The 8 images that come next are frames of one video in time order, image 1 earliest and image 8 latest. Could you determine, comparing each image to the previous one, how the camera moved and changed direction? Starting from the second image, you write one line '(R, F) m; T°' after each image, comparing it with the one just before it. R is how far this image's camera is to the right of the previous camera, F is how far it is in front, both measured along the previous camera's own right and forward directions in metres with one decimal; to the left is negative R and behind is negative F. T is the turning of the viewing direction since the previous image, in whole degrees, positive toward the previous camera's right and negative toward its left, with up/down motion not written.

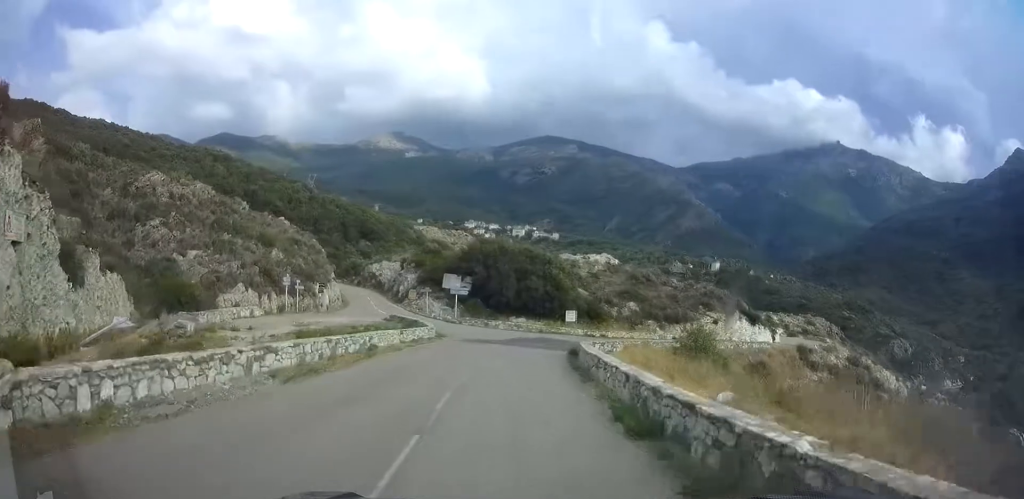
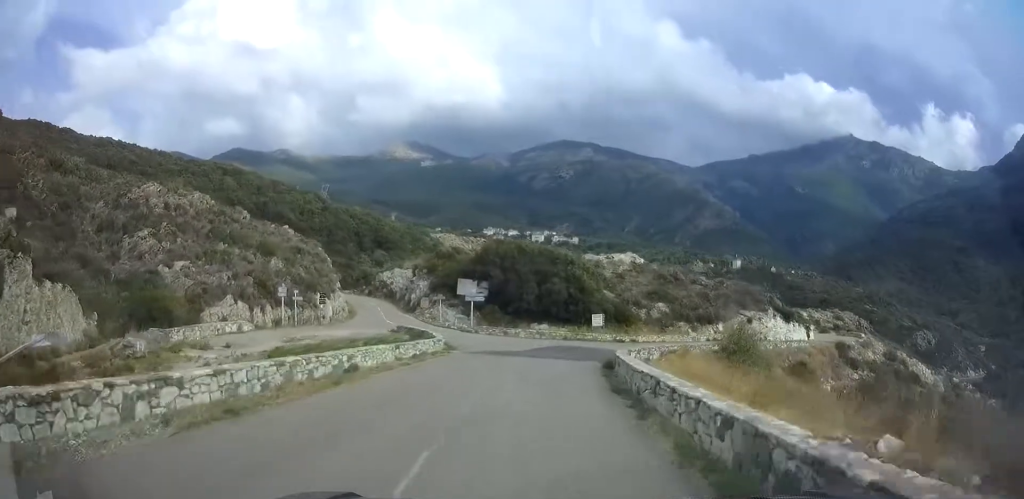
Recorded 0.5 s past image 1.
(-0.1, +4.9) m; -1°
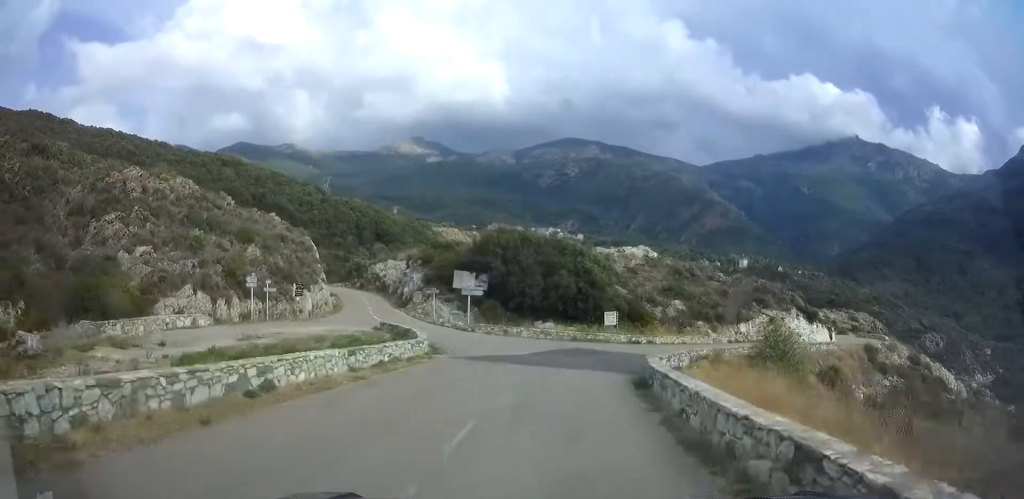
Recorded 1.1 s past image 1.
(-0.1, +6.0) m; 0°
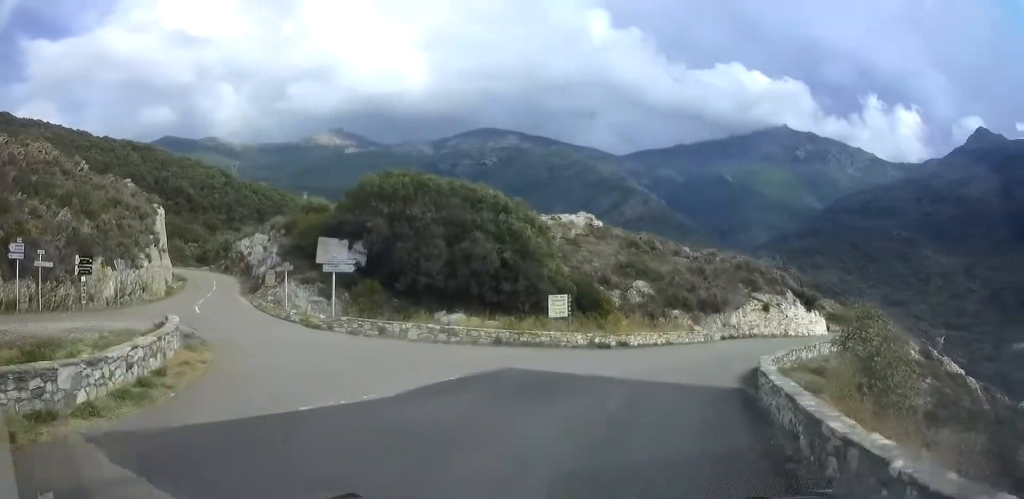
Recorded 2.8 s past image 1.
(+1.2, +17.8) m; +12°
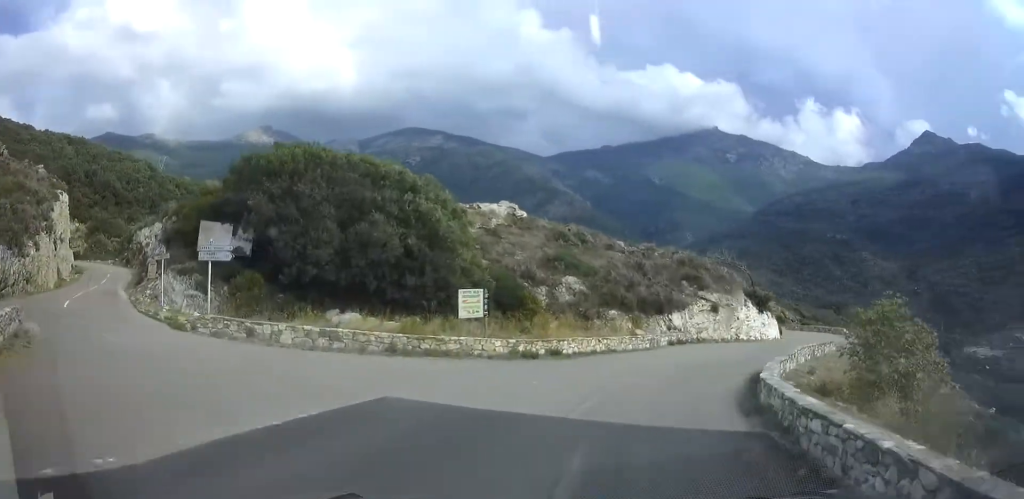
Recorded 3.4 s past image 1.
(+0.2, +5.8) m; +7°
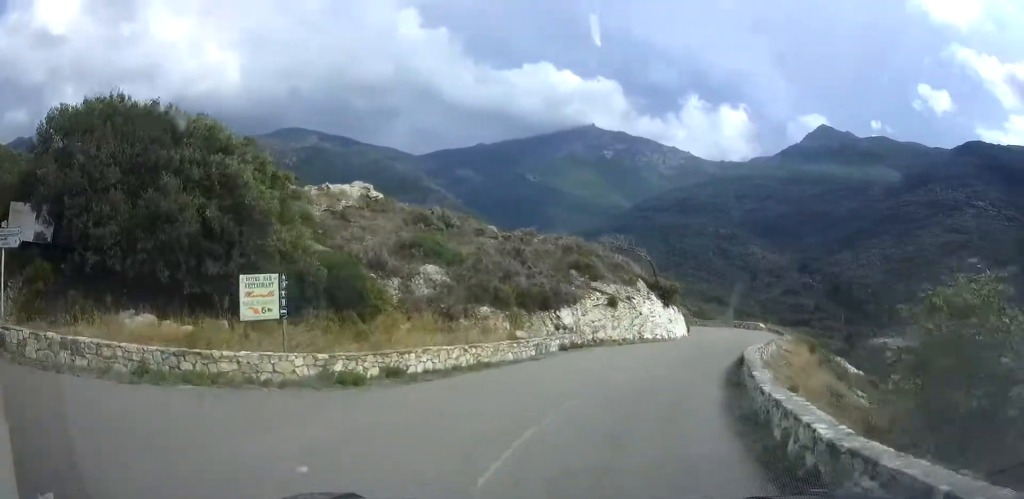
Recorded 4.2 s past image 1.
(+0.6, +7.8) m; +12°
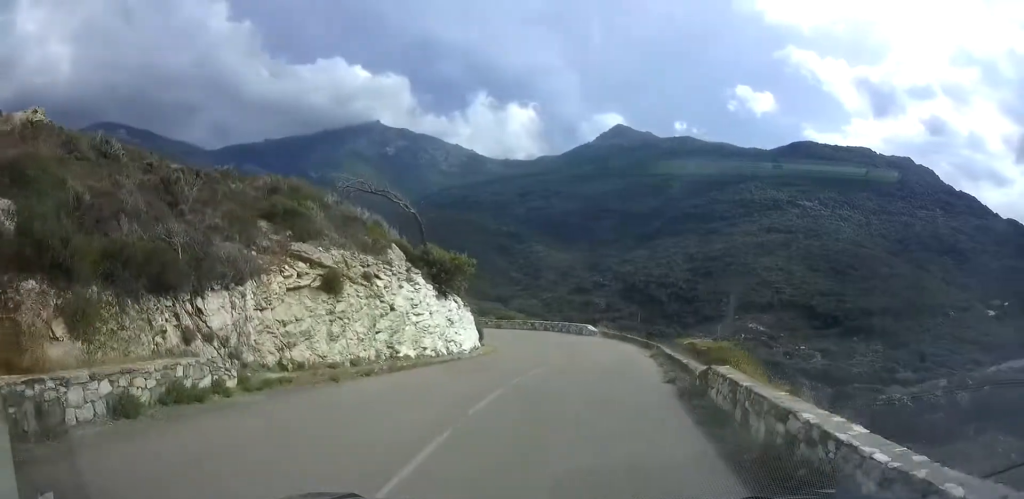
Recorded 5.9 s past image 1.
(+4.0, +17.9) m; +20°
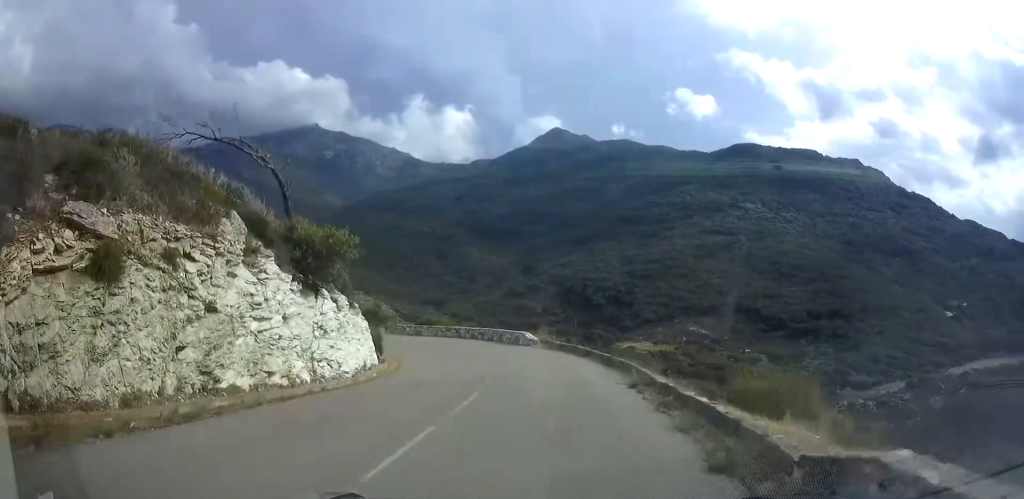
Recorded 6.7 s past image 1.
(+0.5, +8.0) m; +4°
